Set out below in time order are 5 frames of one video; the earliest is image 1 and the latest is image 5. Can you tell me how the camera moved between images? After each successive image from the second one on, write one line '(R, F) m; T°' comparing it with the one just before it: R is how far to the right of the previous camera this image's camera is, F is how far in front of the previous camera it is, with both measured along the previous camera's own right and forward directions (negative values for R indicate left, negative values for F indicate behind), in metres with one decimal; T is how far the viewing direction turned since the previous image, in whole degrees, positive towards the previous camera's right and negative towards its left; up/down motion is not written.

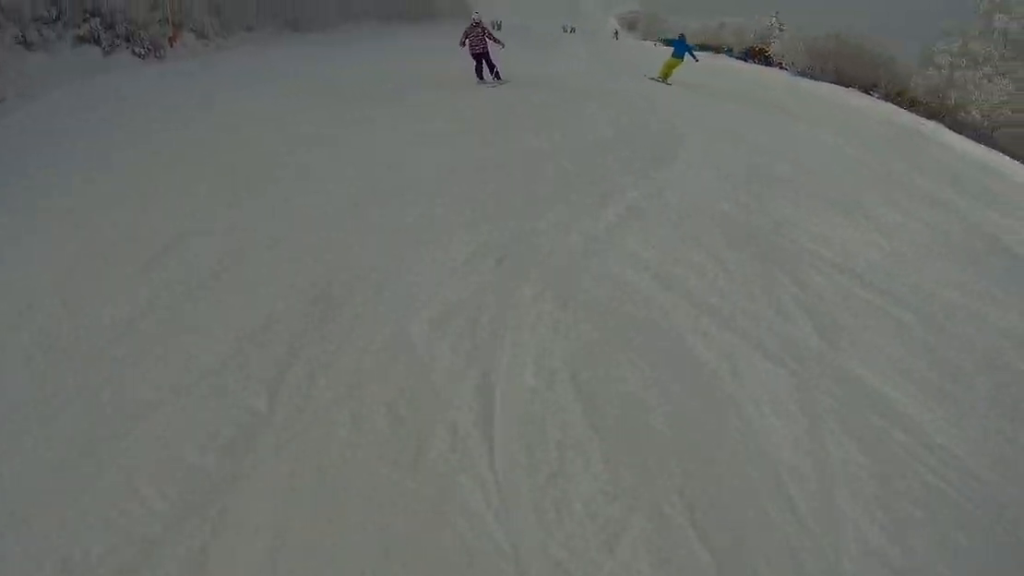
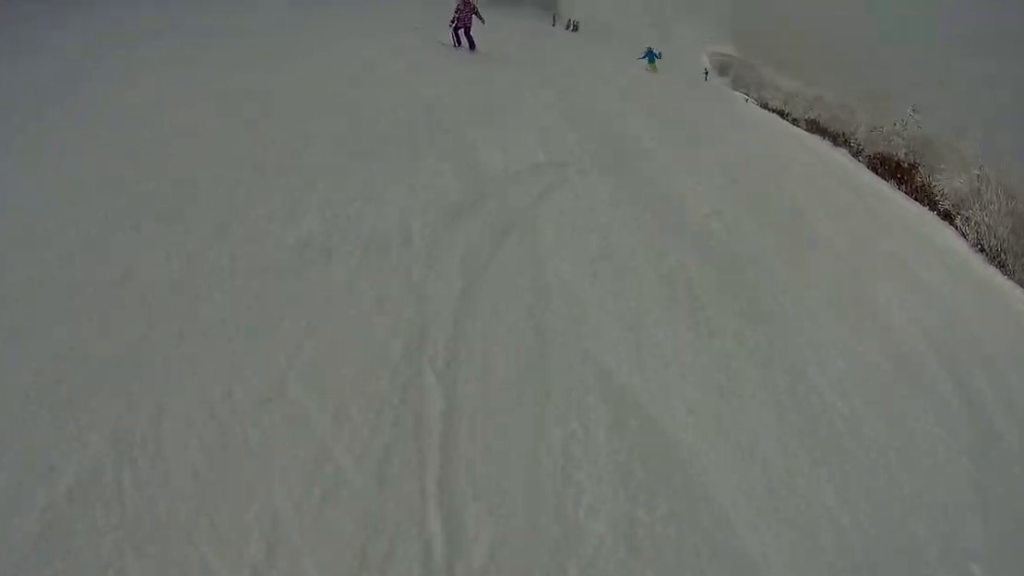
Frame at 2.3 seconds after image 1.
(+2.2, +12.0) m; +9°
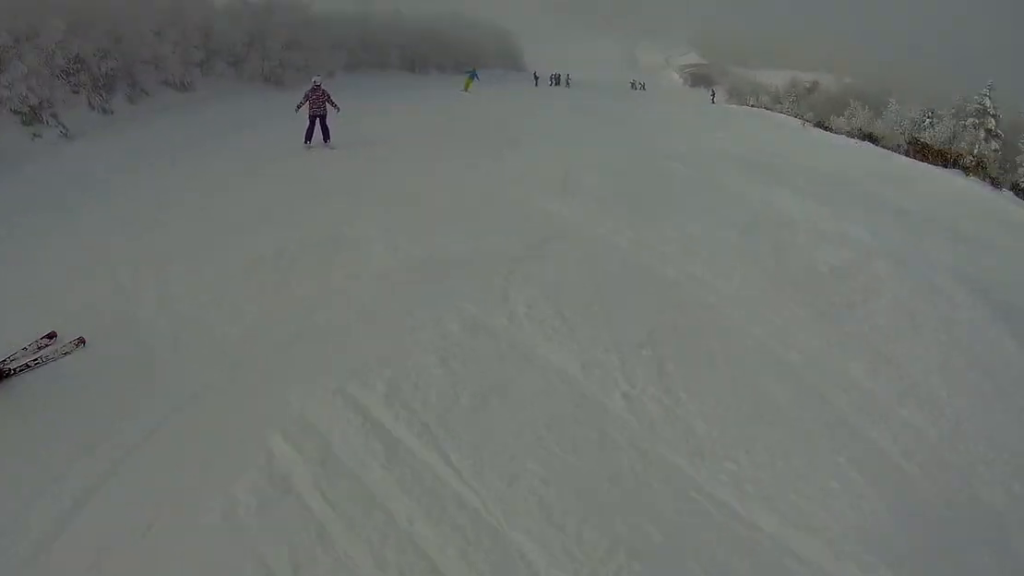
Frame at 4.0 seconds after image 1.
(-1.7, +8.8) m; -25°
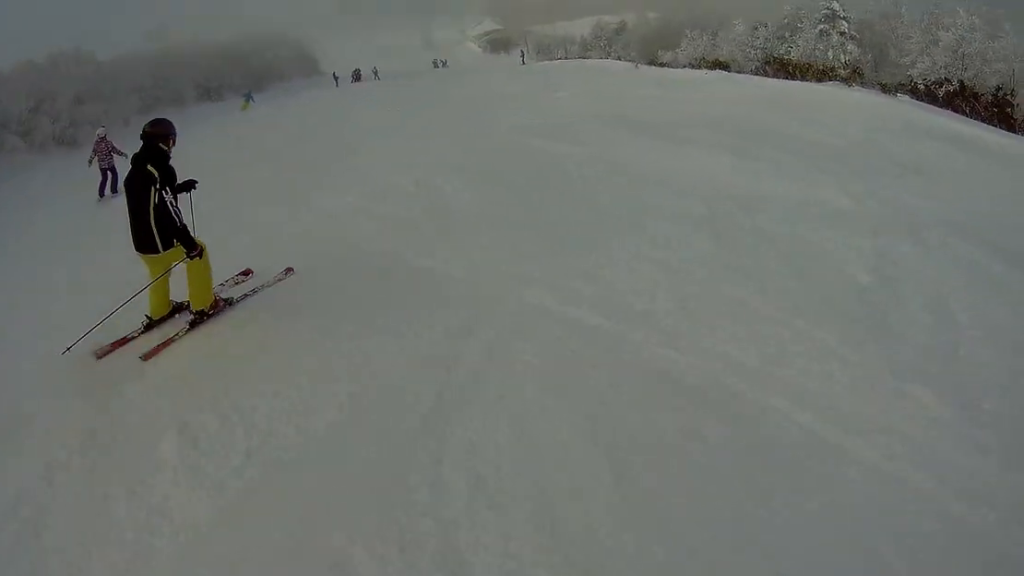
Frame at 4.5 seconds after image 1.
(-0.3, +2.8) m; -6°
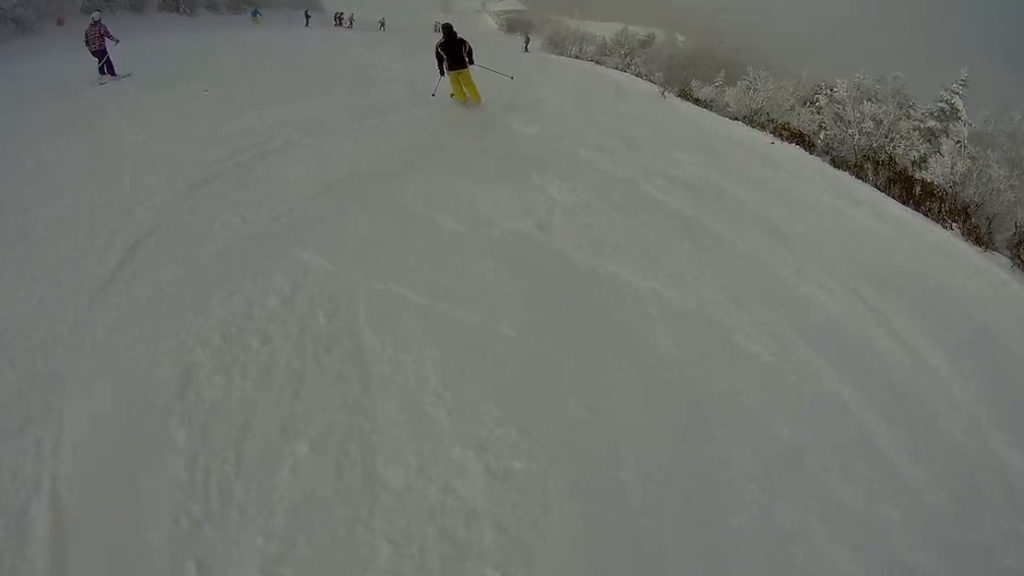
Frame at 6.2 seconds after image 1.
(+1.2, +7.2) m; +24°
